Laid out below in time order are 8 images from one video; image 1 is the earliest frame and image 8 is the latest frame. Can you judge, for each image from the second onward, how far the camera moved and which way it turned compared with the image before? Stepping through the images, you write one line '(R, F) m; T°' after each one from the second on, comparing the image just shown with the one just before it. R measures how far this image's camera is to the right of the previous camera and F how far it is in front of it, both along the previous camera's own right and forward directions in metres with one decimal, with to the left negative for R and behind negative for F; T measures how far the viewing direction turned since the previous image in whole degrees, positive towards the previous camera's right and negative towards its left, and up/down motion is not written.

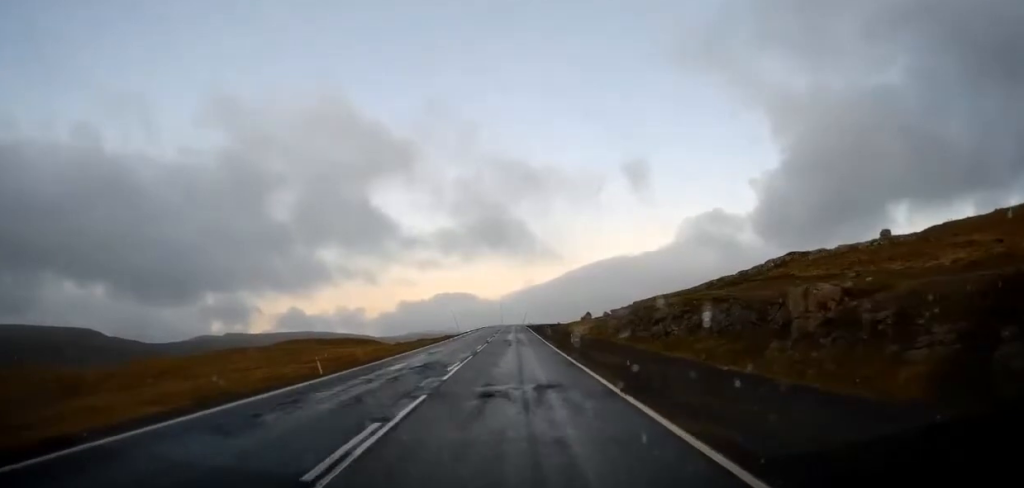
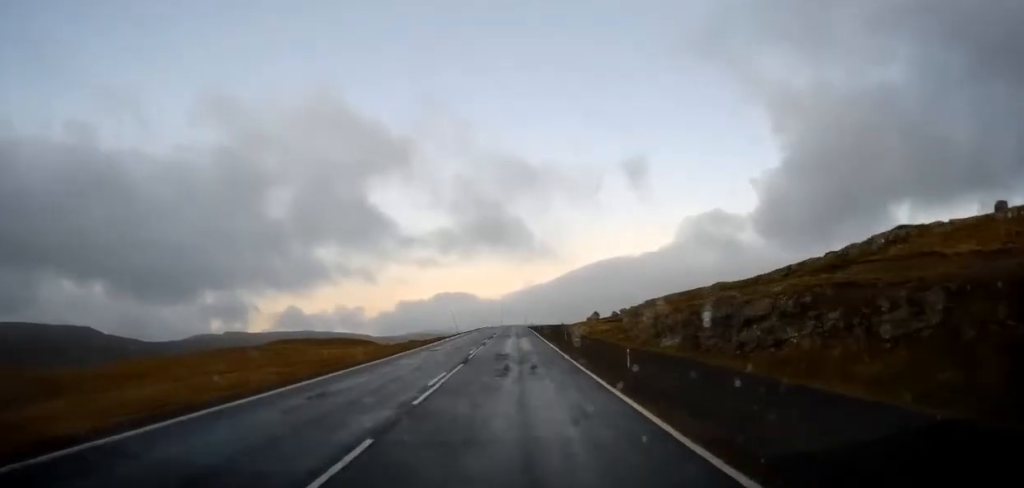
(+0.2, +16.1) m; 0°
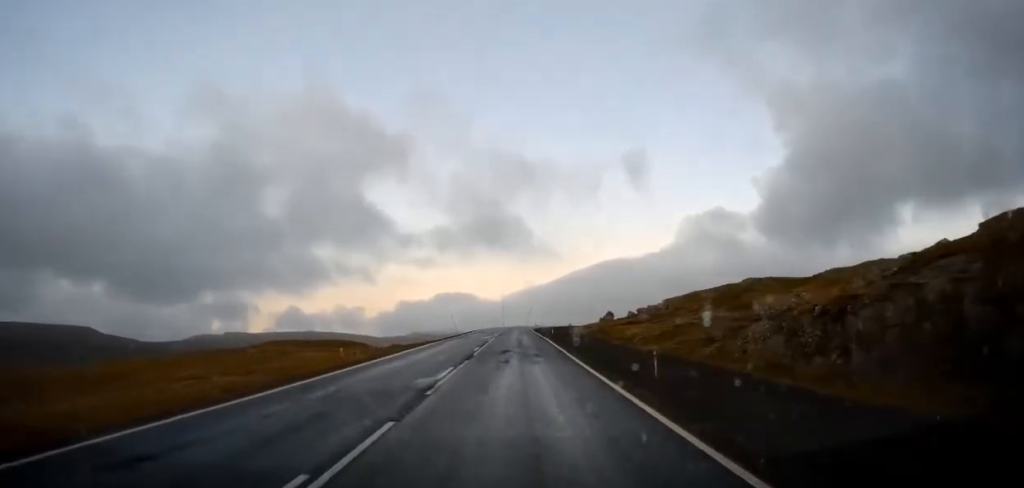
(-0.1, +22.6) m; 0°
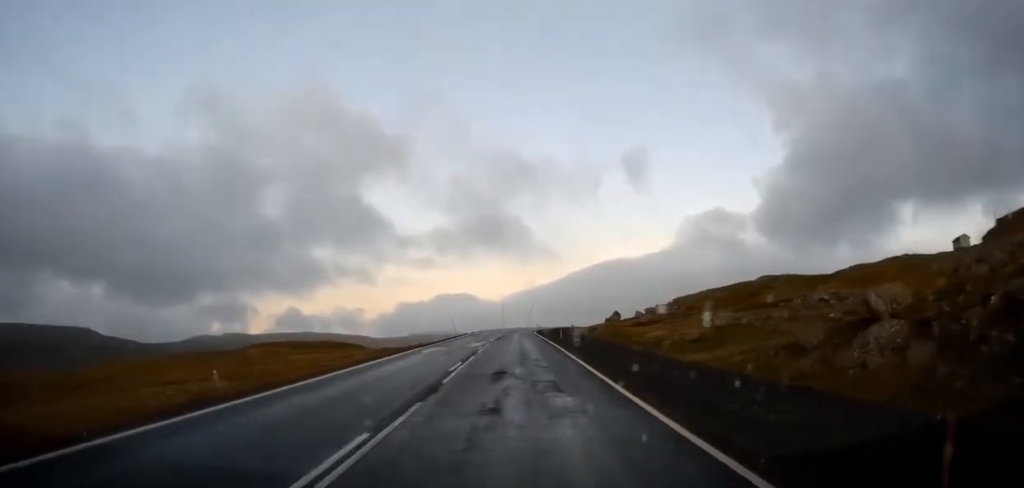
(+0.2, +9.8) m; 0°
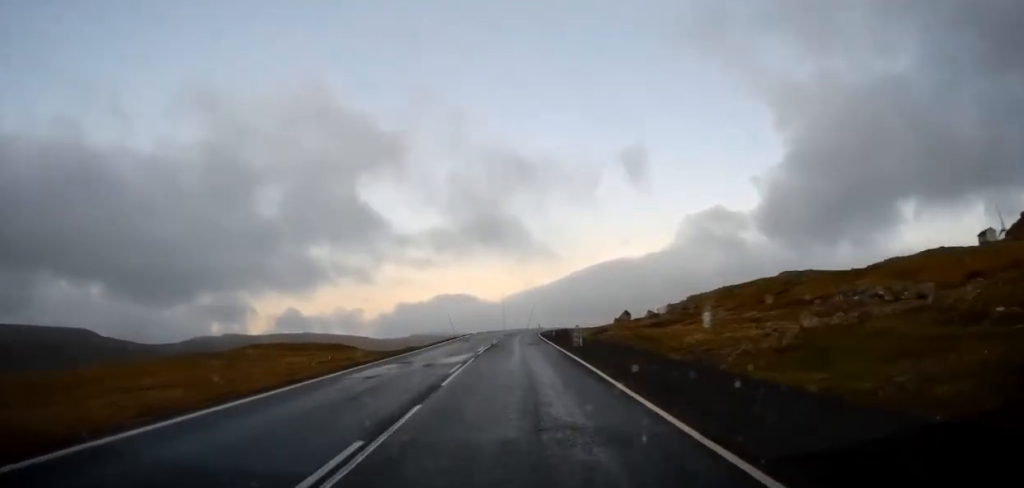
(-0.2, +12.4) m; -1°
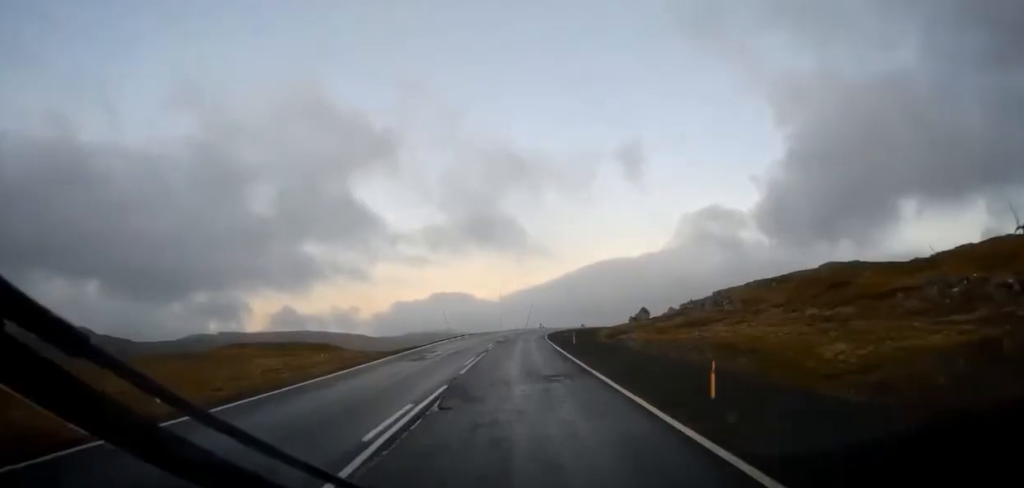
(-0.3, +20.6) m; -1°
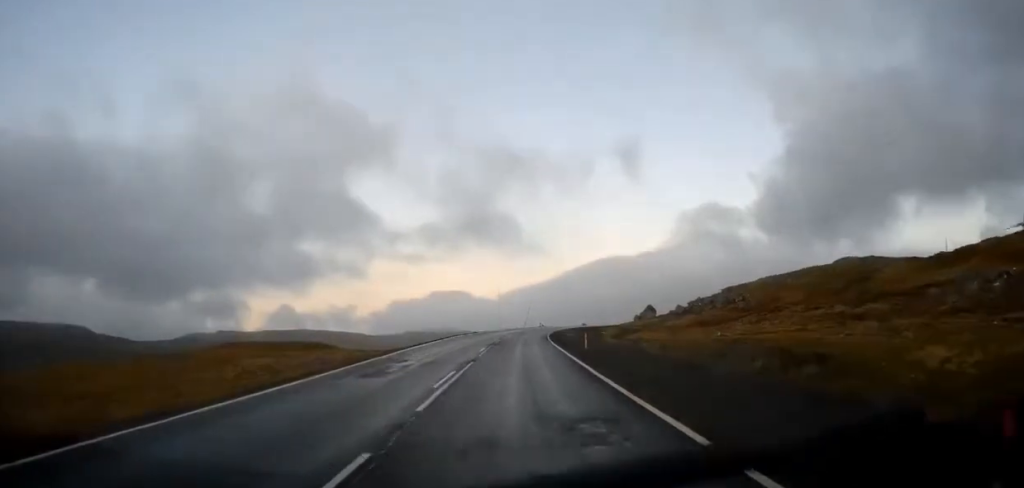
(0.0, +6.7) m; 0°
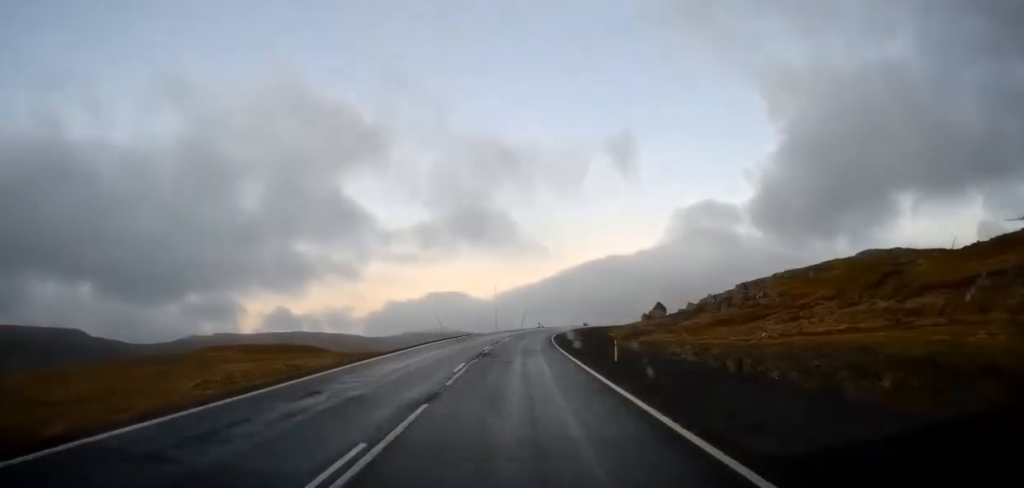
(0.0, +9.3) m; 0°
